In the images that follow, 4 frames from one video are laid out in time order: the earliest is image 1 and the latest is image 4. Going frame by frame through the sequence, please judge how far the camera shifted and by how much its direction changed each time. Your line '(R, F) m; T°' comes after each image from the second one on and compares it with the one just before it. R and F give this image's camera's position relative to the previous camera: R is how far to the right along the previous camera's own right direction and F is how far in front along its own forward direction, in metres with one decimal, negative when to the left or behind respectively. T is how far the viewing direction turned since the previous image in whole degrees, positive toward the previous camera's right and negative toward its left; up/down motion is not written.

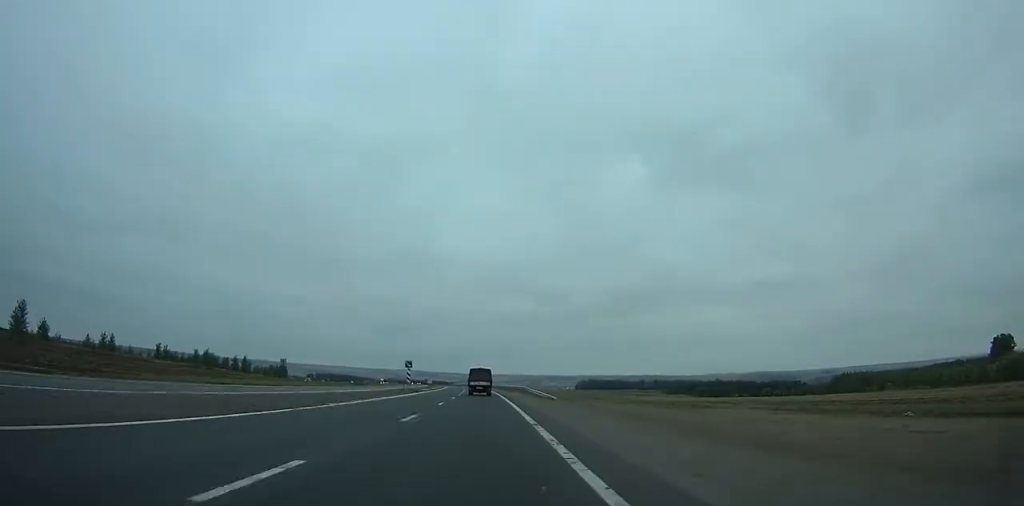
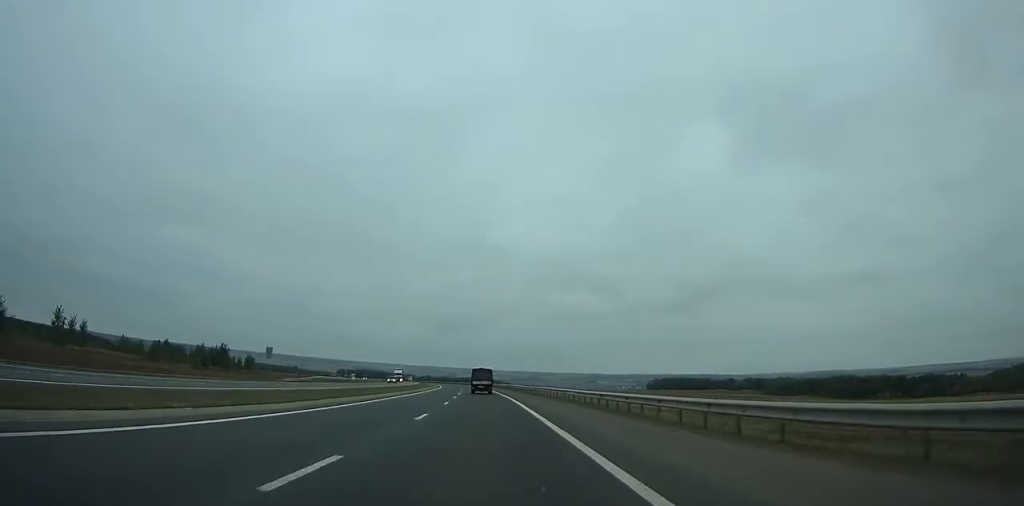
(-6.4, +156.6) m; -5°
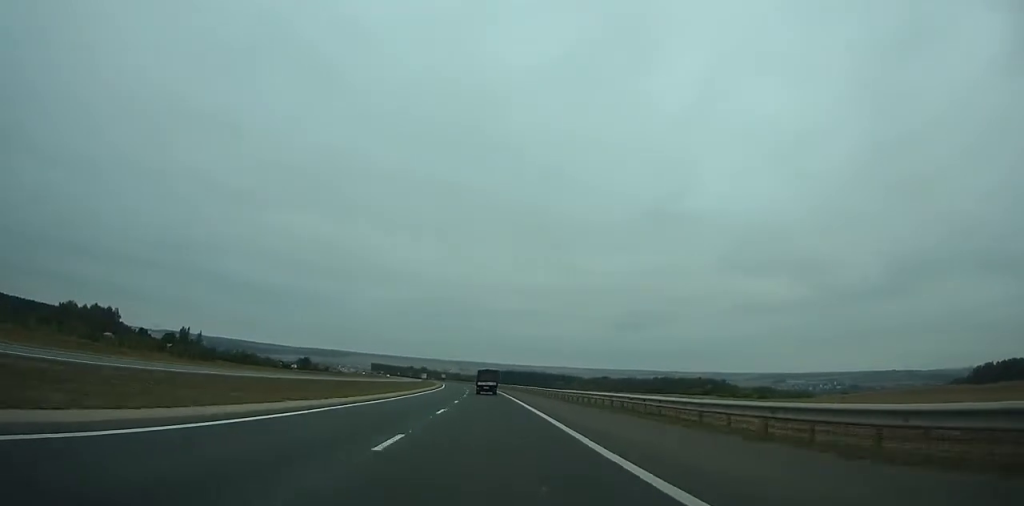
(-43.2, +340.3) m; -16°
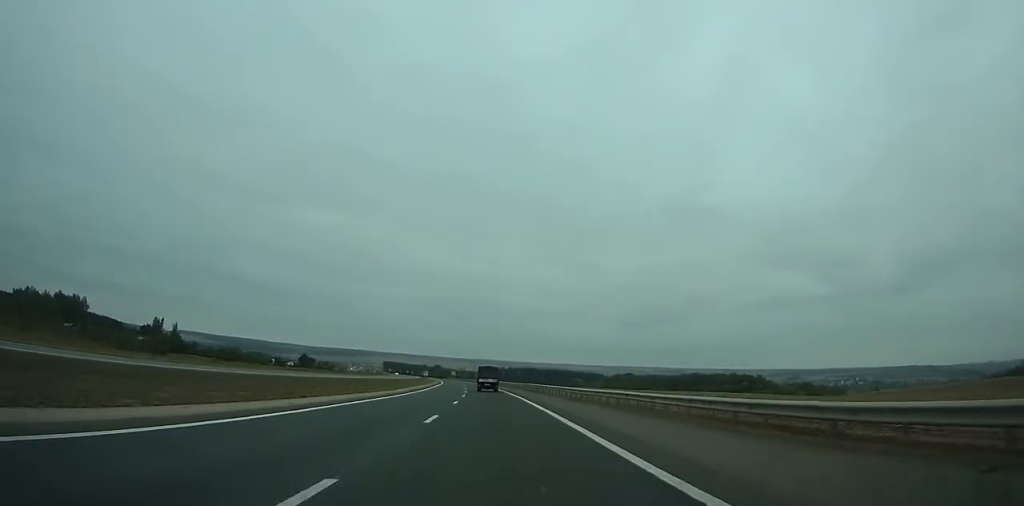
(-0.6, +41.2) m; -2°
